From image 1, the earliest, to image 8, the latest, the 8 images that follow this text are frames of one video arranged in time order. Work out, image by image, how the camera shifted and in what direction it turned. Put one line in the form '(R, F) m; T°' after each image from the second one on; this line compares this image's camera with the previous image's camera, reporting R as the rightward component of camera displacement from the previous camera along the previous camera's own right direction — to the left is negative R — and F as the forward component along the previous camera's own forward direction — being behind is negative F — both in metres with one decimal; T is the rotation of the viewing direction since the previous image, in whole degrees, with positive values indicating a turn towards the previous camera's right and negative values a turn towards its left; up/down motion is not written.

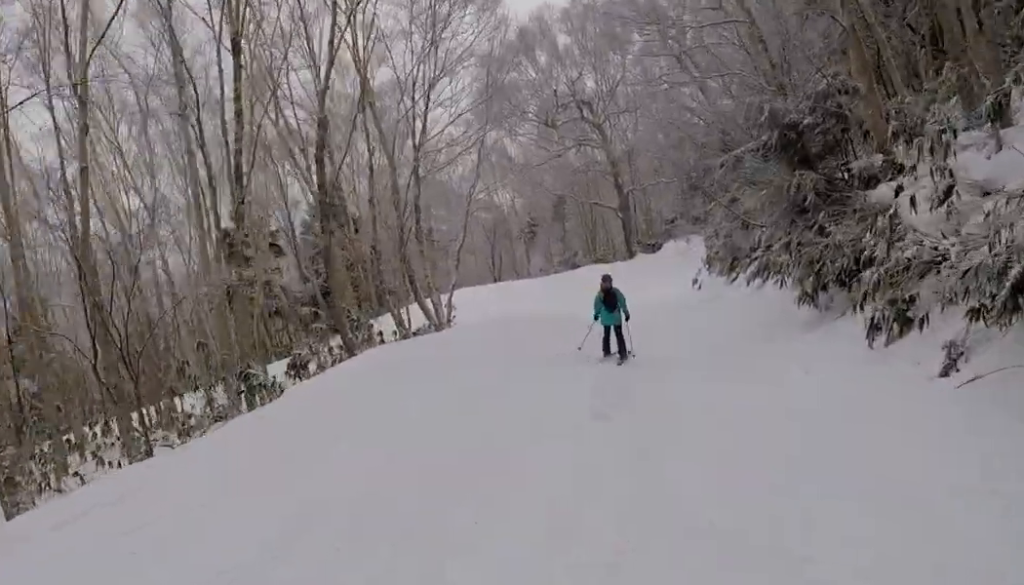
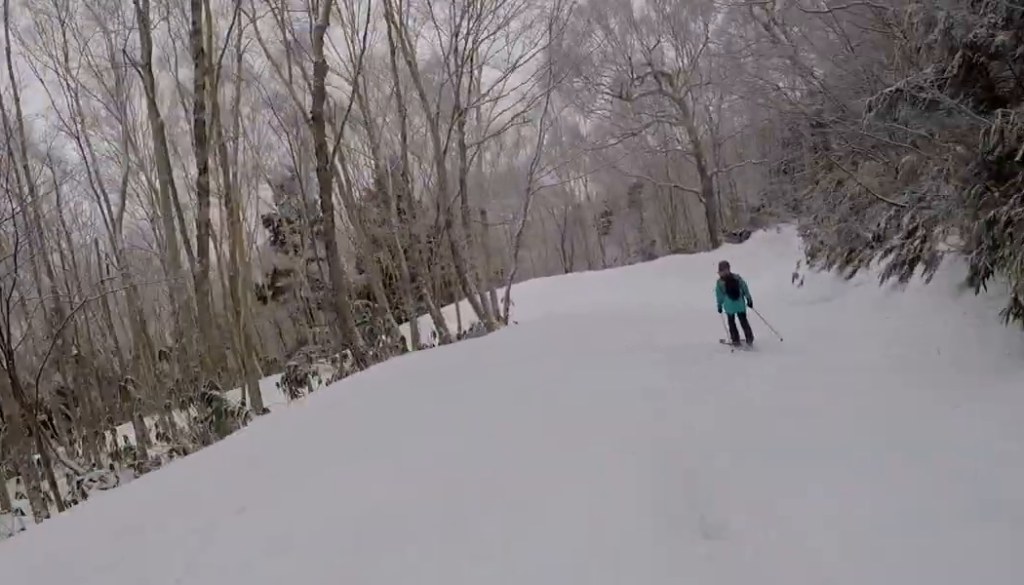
(0.0, +3.3) m; +5°
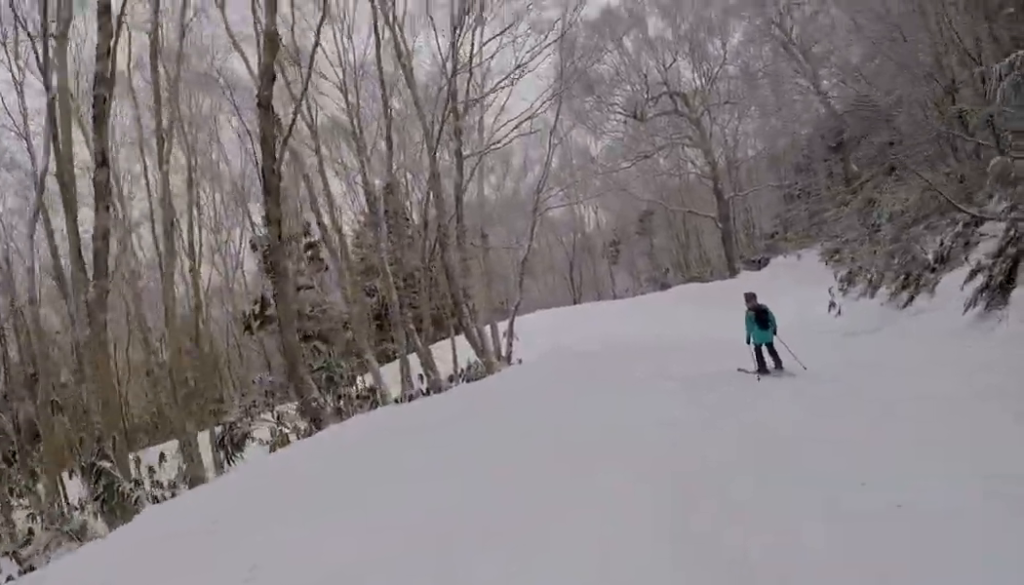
(+0.6, +2.5) m; +4°
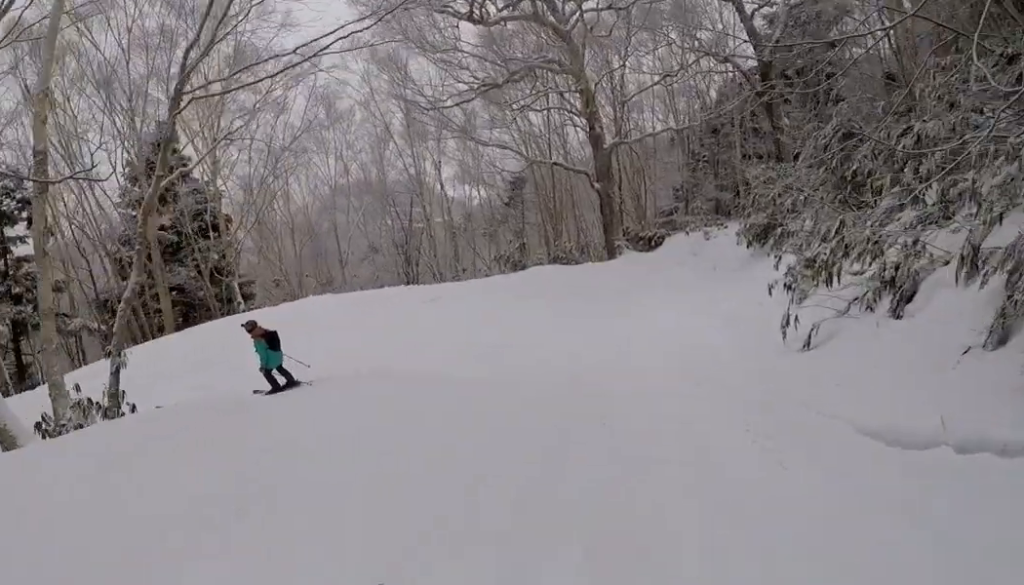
(-1.3, +9.9) m; -20°
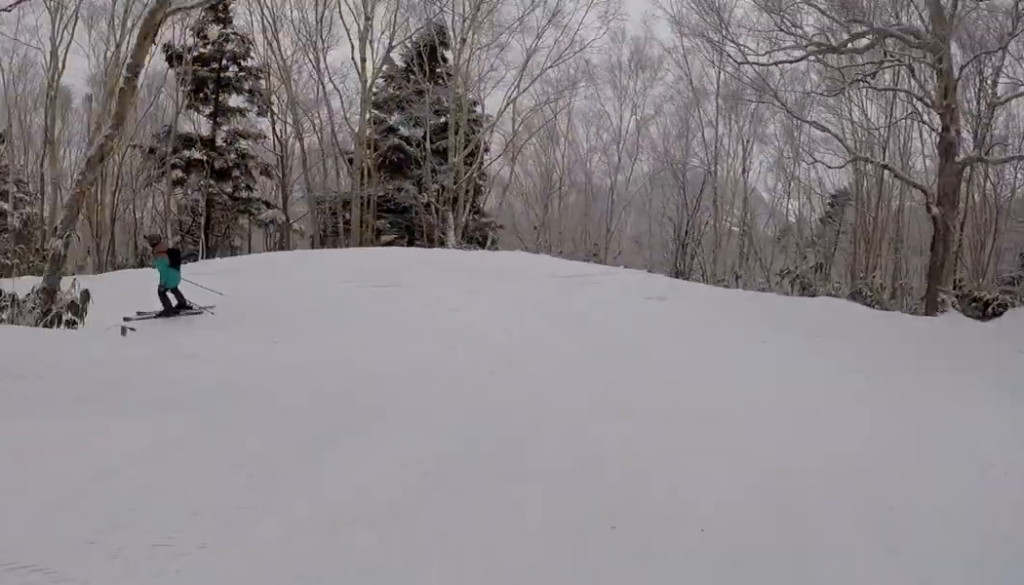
(-0.4, +4.8) m; -17°
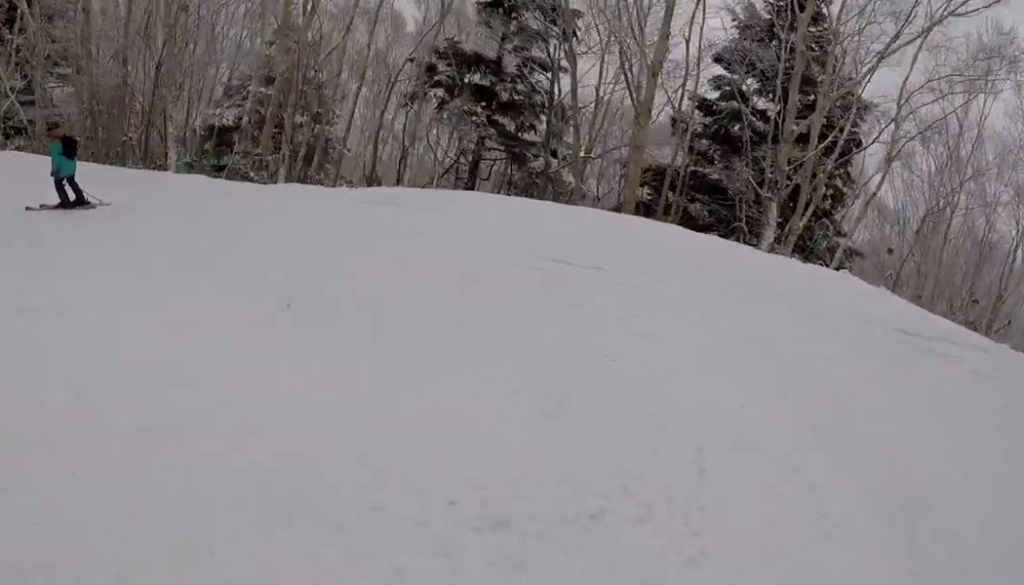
(-0.7, +4.5) m; -38°
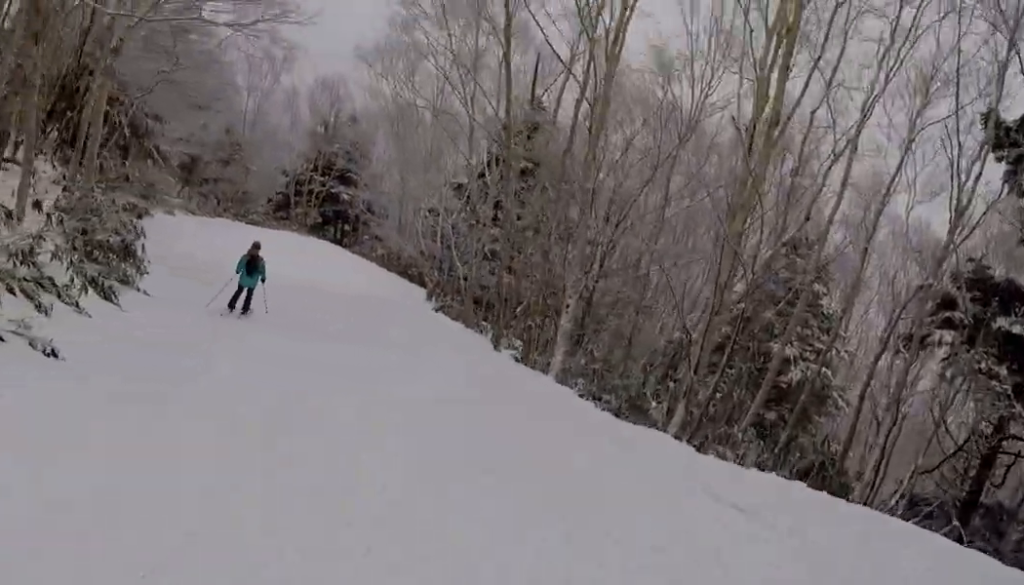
(-2.8, +4.5) m; -52°
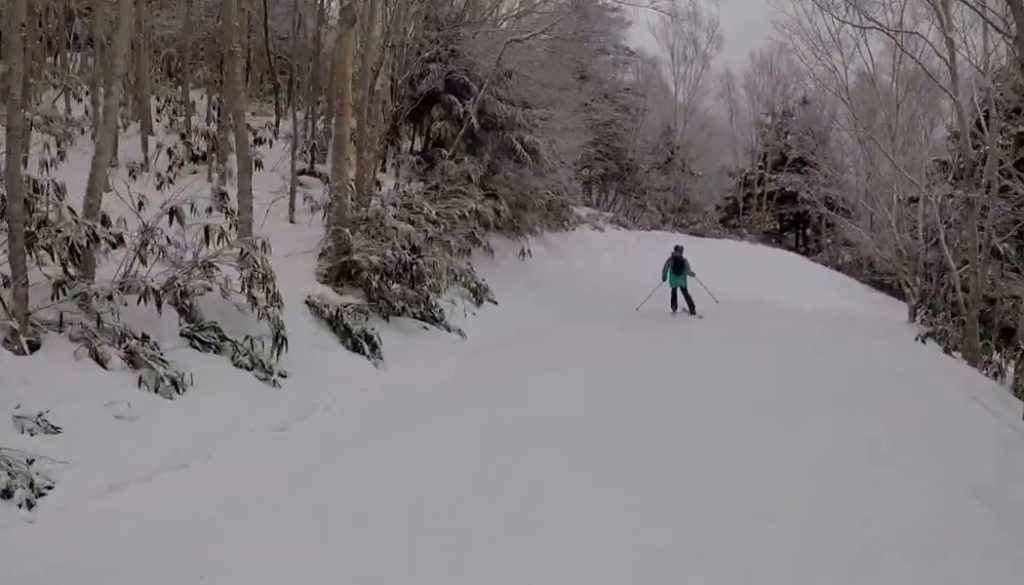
(-2.0, +6.0) m; -19°
